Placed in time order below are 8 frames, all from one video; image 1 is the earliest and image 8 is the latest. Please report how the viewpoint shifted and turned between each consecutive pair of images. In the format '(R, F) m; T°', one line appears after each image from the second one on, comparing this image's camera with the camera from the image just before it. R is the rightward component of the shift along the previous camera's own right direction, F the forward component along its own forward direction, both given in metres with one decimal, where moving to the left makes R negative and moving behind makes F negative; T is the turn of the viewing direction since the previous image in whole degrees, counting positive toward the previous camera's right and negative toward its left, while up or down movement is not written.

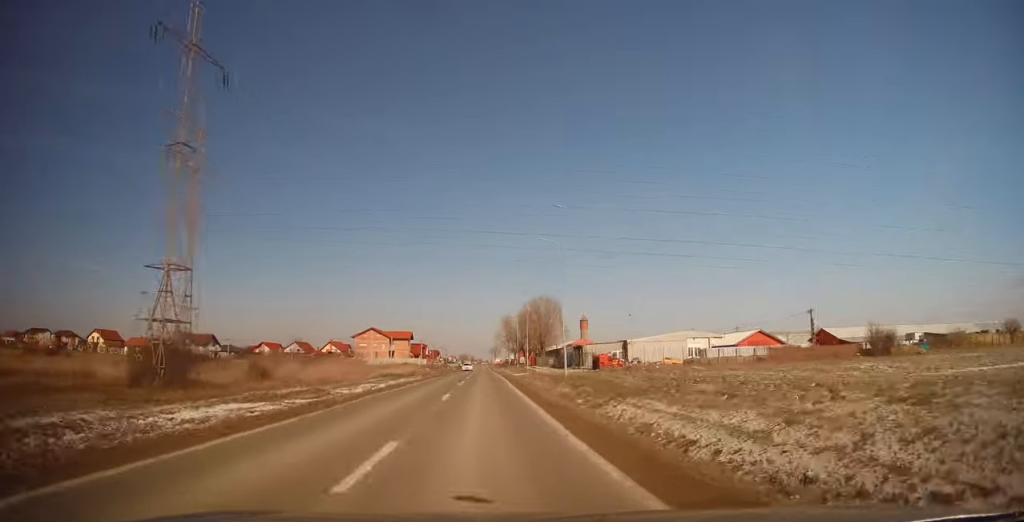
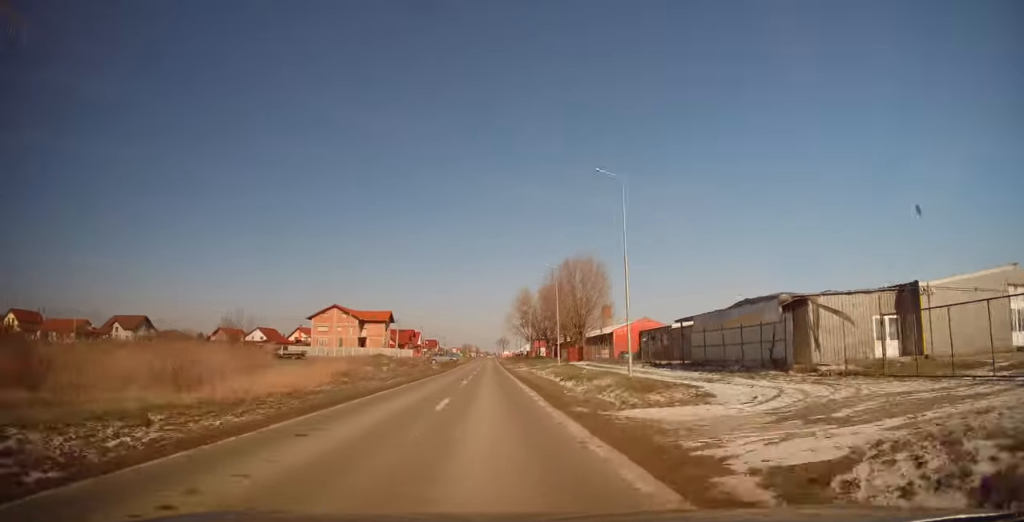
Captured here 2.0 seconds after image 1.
(-0.1, +50.0) m; 0°
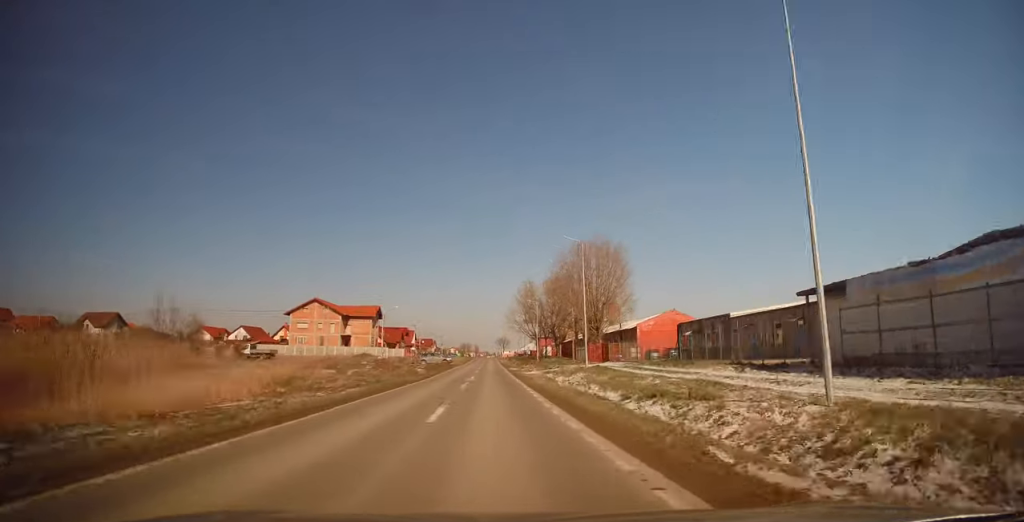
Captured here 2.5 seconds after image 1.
(+0.1, +14.2) m; 0°
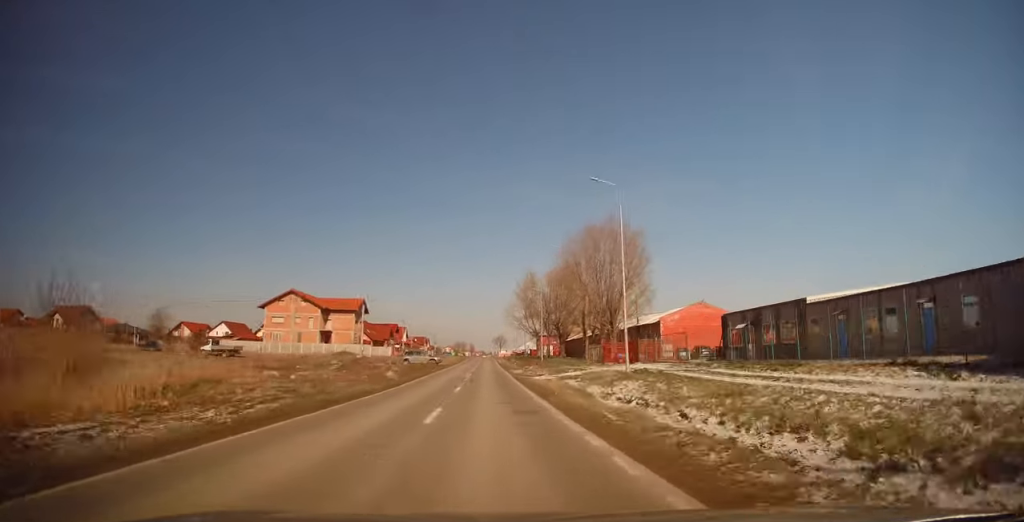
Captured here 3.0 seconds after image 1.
(-0.1, +11.8) m; 0°
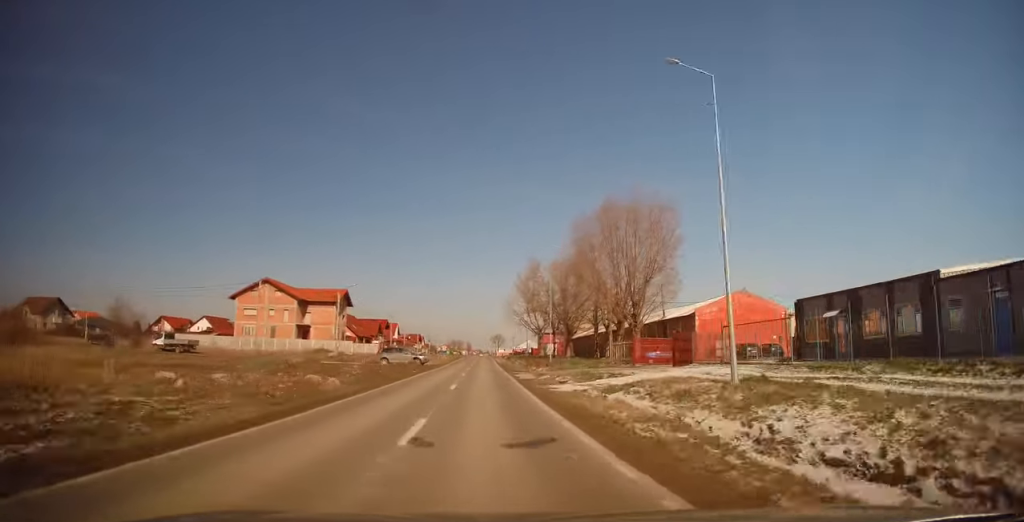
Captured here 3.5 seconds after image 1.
(-0.2, +11.8) m; 0°
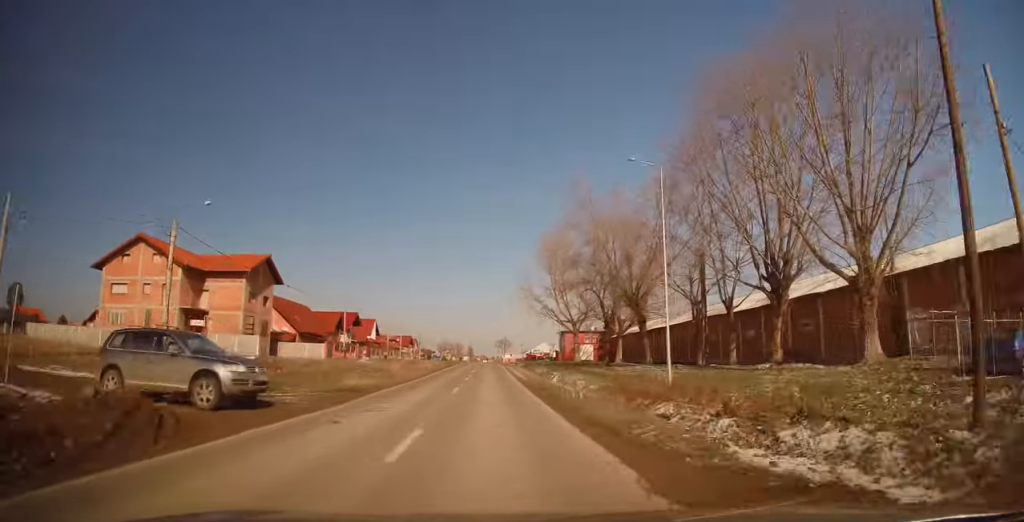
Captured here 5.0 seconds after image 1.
(+0.2, +37.9) m; +1°
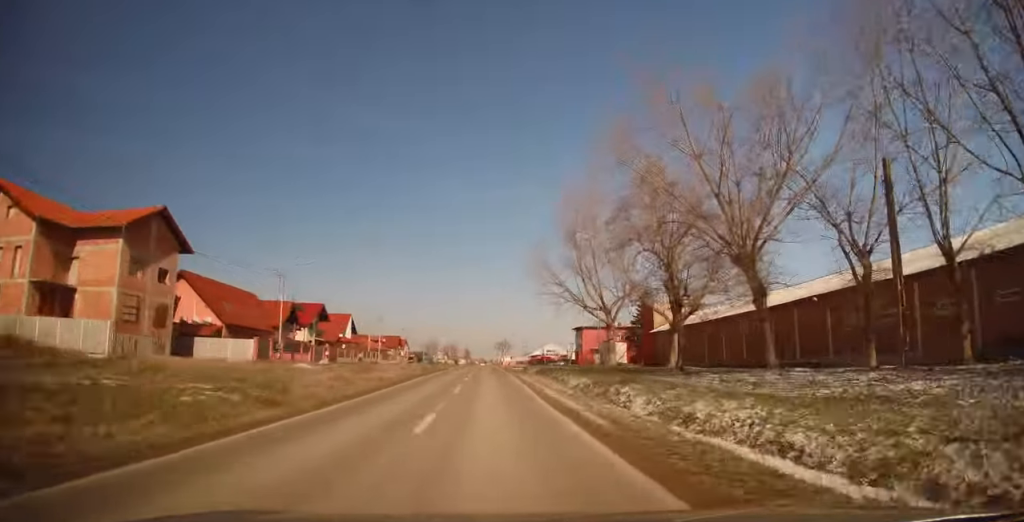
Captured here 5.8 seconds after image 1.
(0.0, +21.3) m; 0°
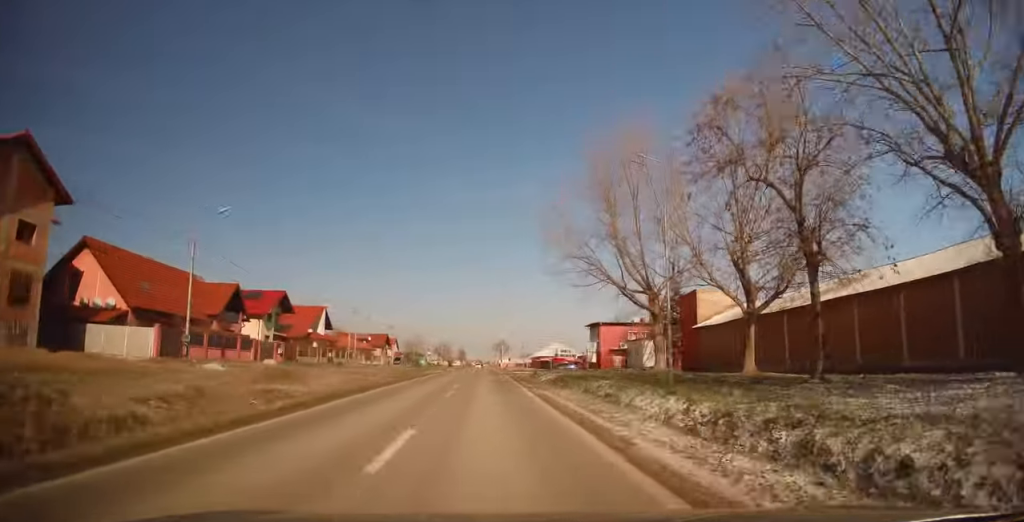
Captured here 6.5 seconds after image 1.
(+0.1, +15.1) m; +1°
